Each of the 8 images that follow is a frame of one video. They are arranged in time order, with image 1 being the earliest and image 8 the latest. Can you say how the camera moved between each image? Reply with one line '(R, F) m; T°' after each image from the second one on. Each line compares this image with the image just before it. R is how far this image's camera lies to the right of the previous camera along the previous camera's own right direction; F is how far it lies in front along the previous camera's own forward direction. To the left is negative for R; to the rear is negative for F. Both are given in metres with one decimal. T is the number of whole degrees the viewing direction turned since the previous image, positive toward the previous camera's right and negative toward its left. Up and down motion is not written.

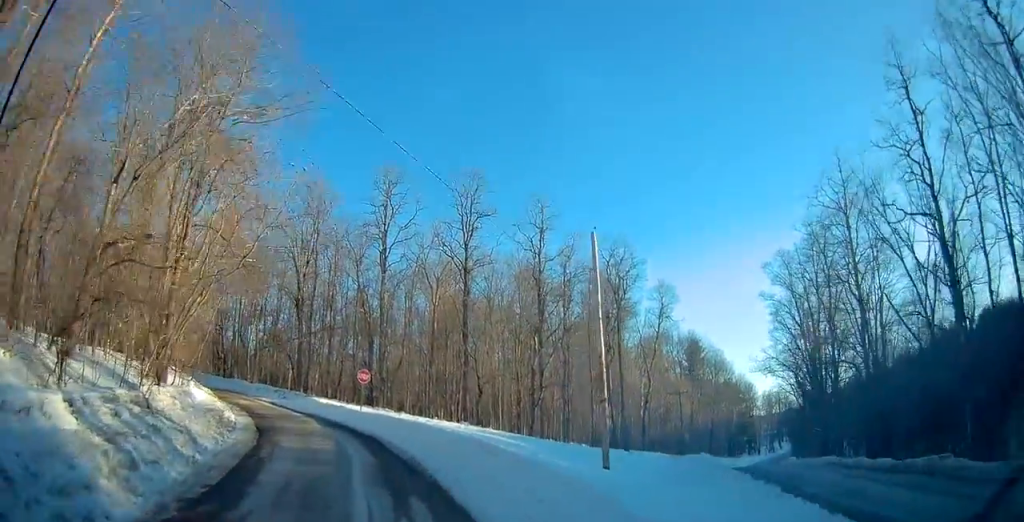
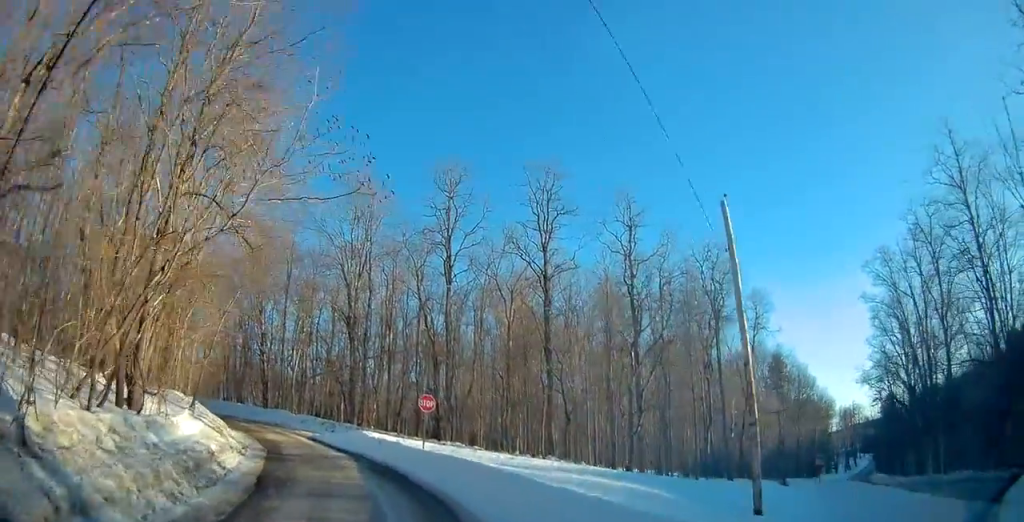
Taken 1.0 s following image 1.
(-0.6, +7.4) m; -7°
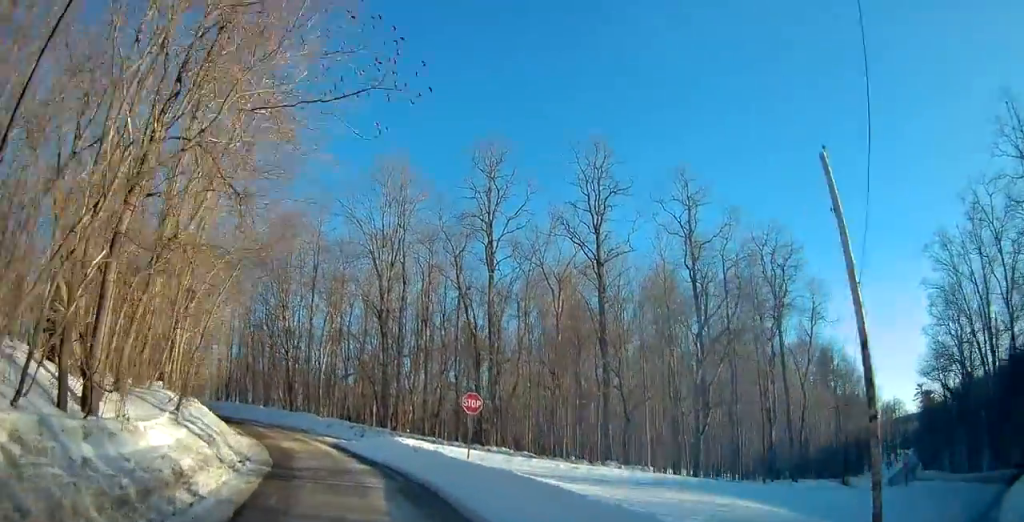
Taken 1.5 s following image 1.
(-0.1, +4.2) m; -2°
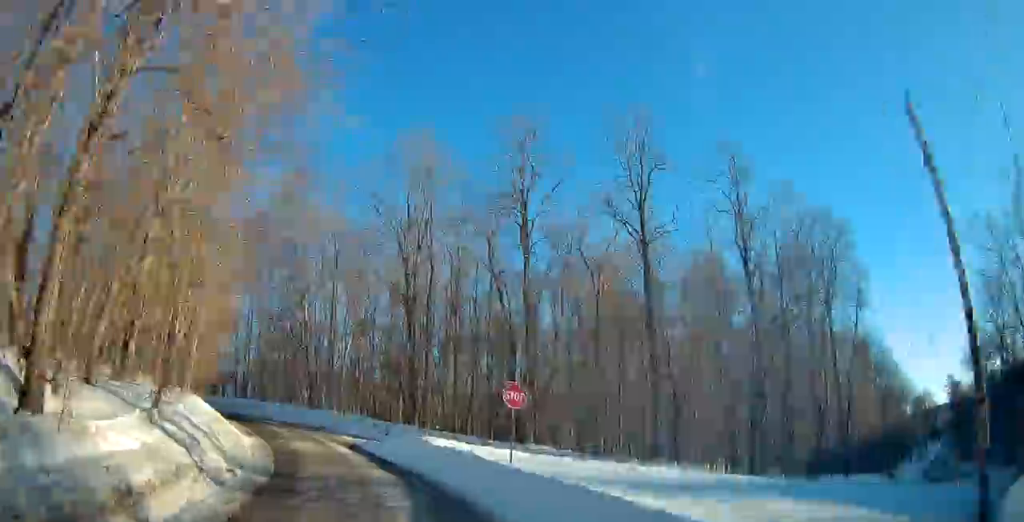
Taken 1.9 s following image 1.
(-0.1, +3.2) m; -1°
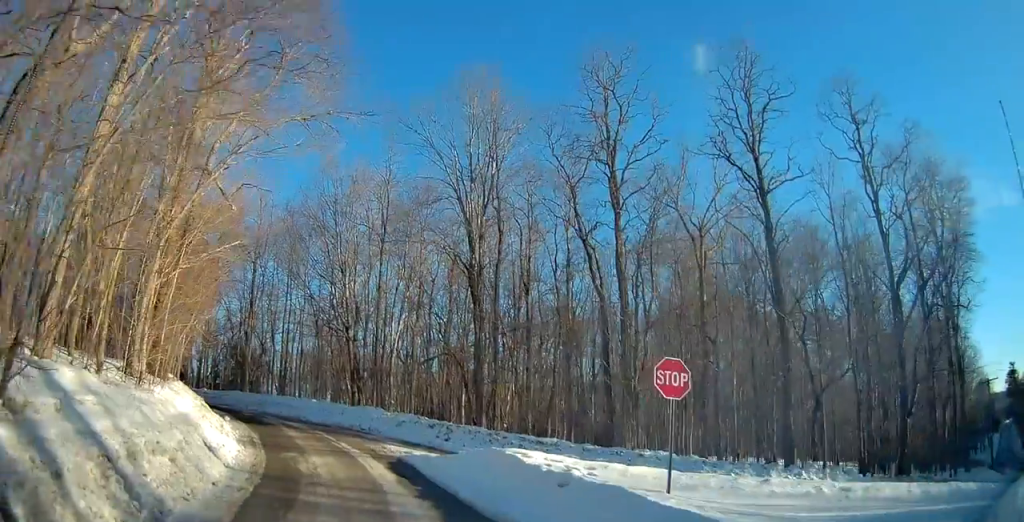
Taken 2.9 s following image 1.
(-0.1, +7.7) m; -3°
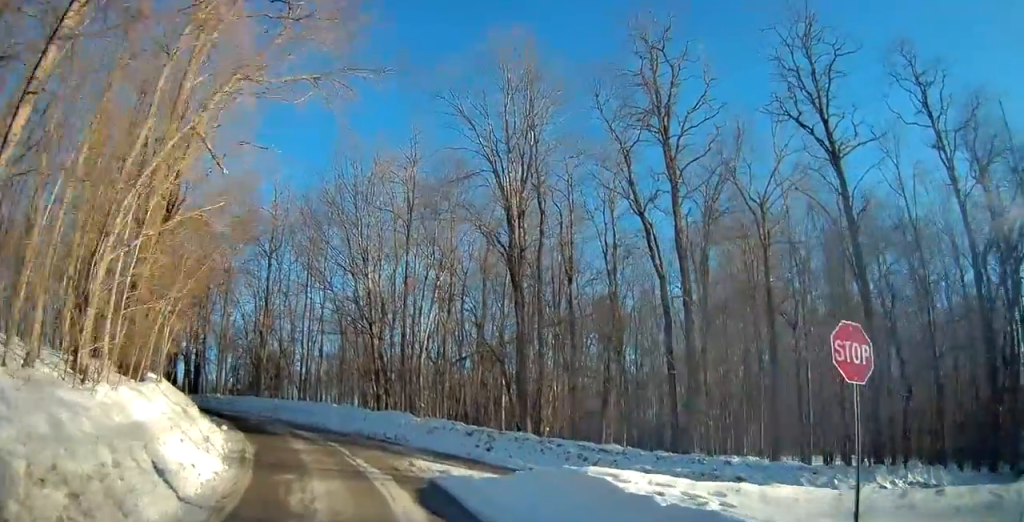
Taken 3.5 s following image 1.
(-0.1, +4.3) m; -5°
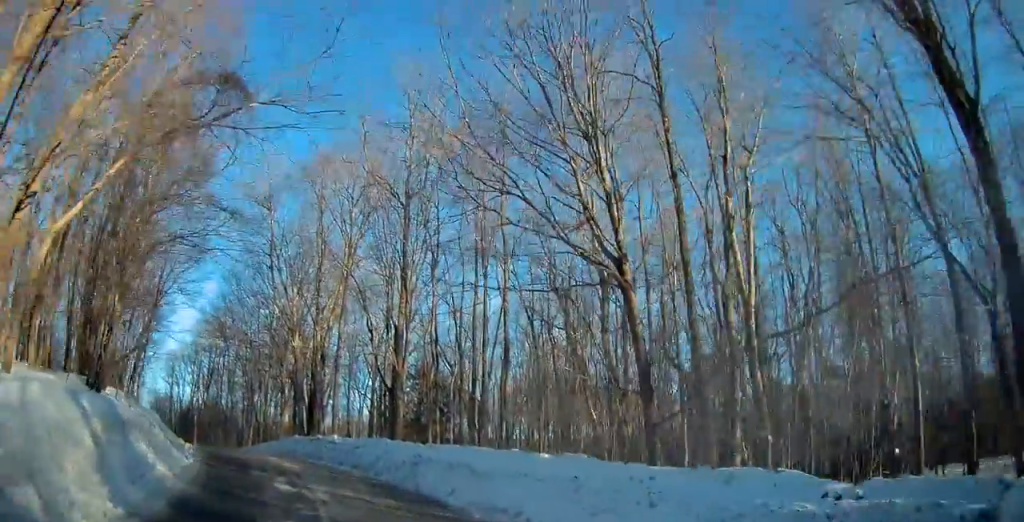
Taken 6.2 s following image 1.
(-3.9, +19.1) m; -18°
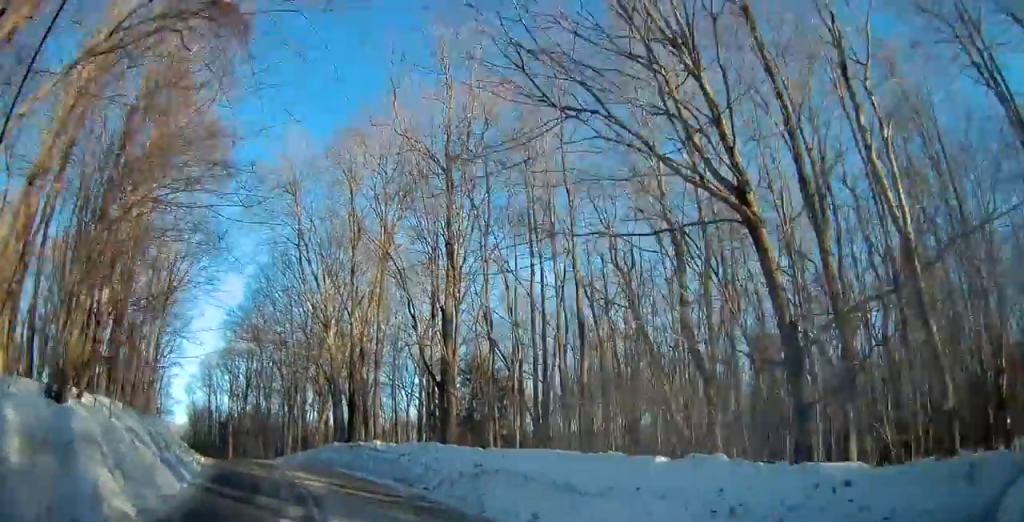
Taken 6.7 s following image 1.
(-0.1, +4.4) m; -2°
